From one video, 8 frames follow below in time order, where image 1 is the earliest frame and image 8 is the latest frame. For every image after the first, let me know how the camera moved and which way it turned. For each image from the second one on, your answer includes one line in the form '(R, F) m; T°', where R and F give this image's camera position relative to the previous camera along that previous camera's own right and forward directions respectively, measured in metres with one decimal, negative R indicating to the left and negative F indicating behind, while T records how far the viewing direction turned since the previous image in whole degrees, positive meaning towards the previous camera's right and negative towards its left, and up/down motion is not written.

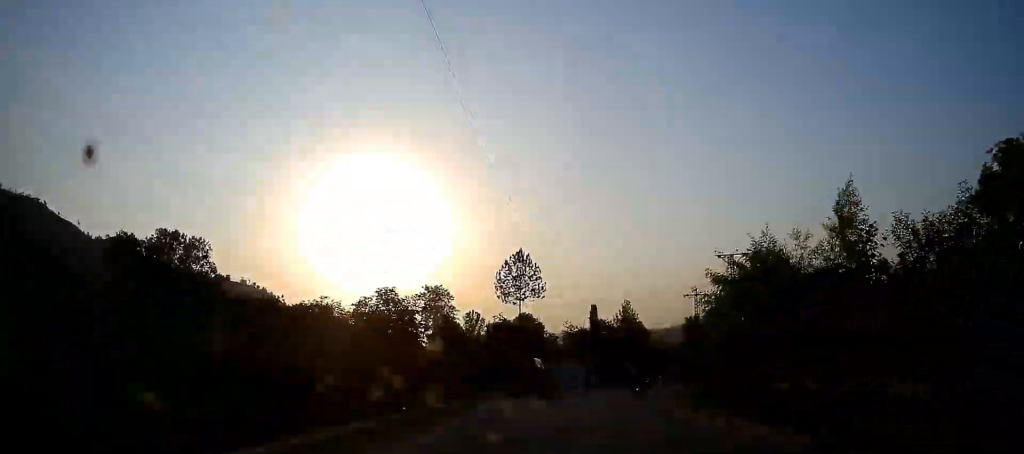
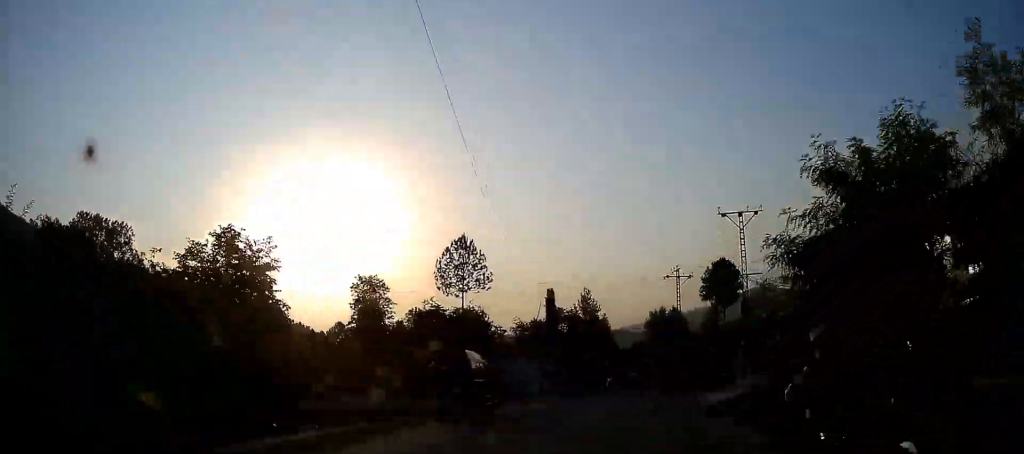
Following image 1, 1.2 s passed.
(+0.4, +11.4) m; +4°
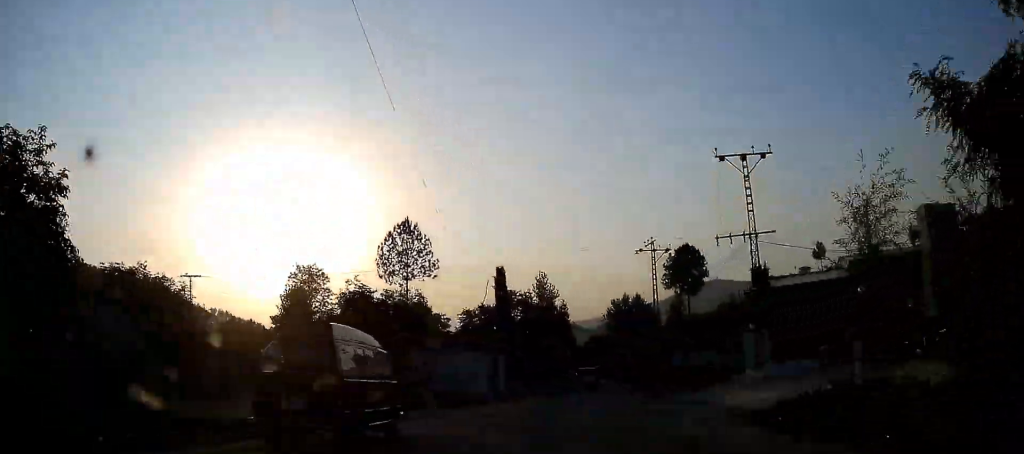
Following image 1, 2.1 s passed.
(+0.2, +7.8) m; +2°
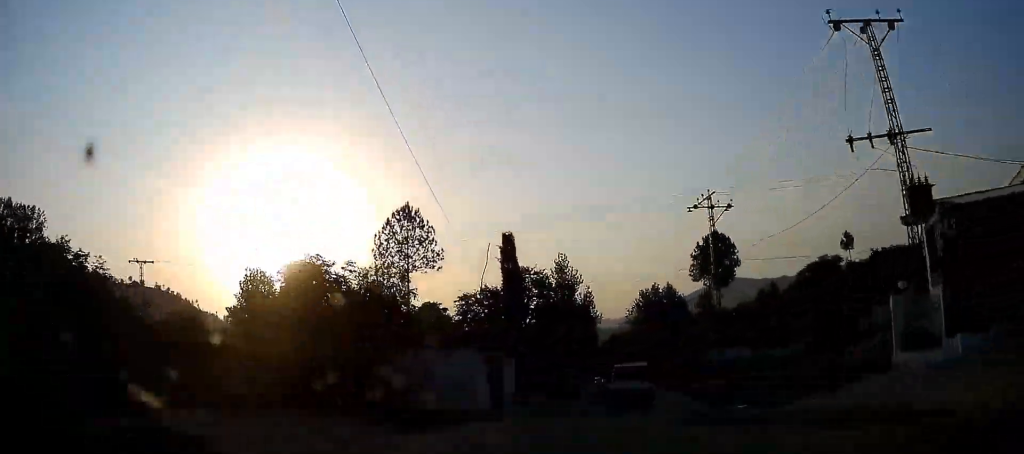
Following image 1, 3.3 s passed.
(+0.3, +10.5) m; +3°
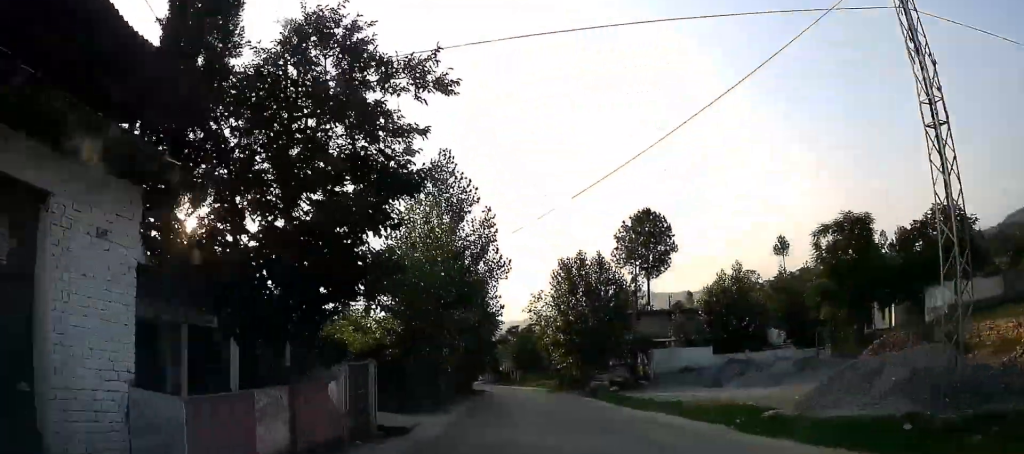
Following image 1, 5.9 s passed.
(+0.3, +21.6) m; -2°
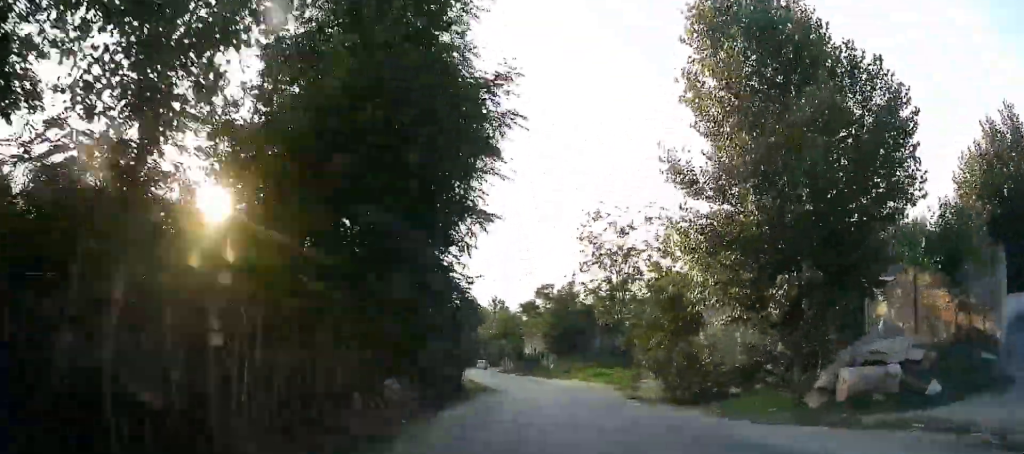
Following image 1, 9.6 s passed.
(+6.0, +32.2) m; +16°
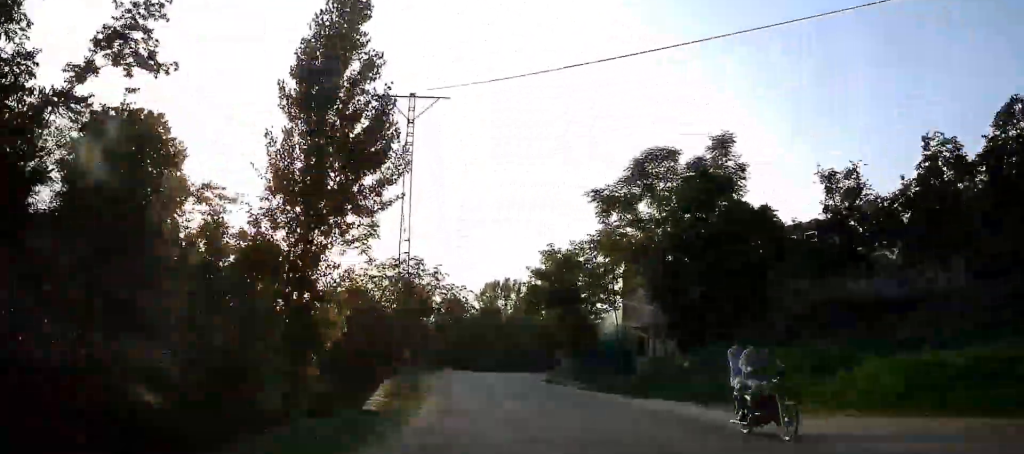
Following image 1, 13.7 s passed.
(-4.9, +42.5) m; -9°
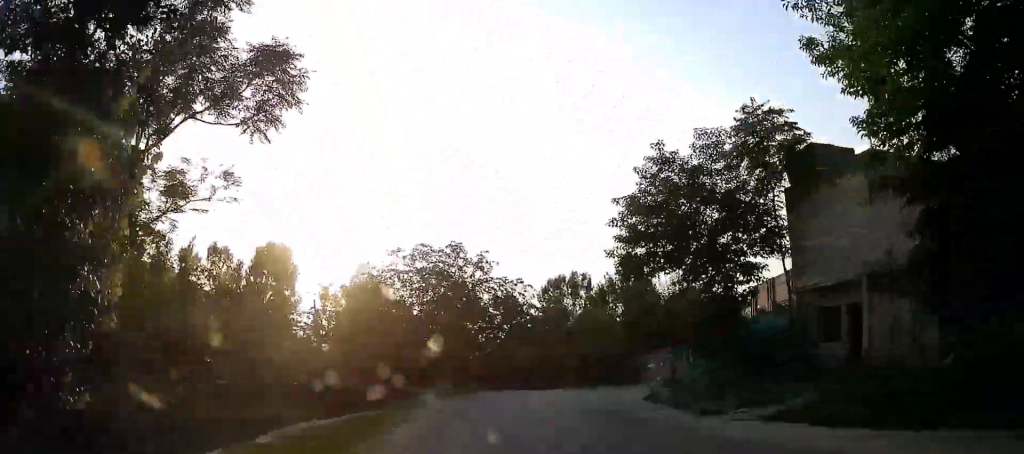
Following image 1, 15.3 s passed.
(-0.4, +16.1) m; -5°
